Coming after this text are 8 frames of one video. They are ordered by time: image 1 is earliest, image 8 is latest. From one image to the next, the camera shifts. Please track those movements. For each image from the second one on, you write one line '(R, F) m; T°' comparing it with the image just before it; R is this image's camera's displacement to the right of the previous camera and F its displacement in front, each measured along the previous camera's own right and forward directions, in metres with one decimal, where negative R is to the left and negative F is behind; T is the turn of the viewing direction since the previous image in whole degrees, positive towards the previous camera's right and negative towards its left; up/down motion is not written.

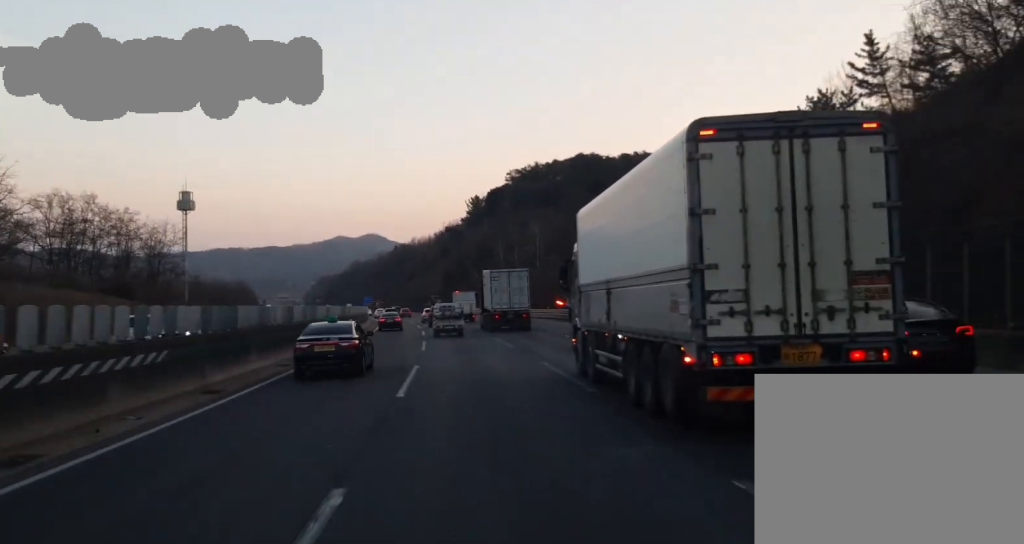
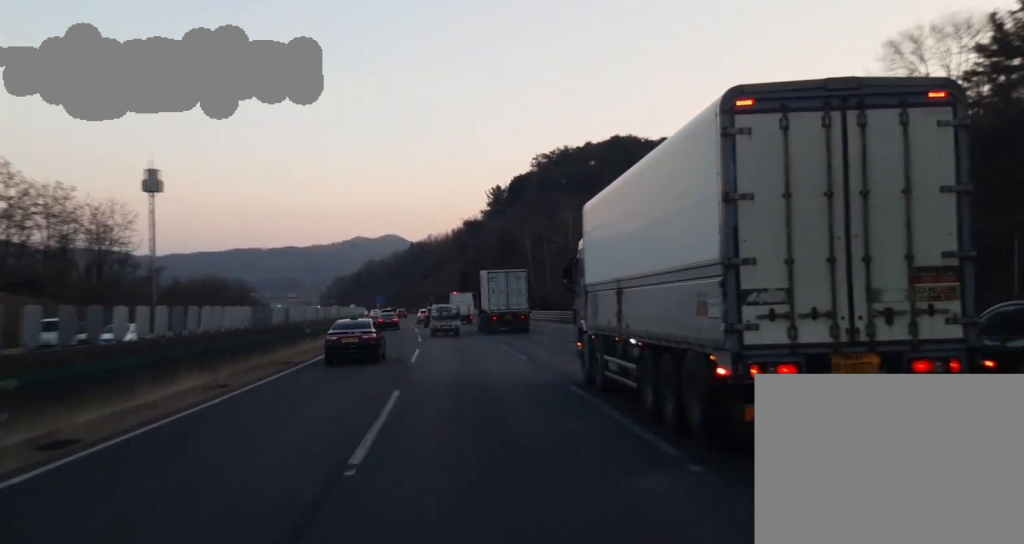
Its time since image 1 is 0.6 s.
(-0.4, +28.8) m; -2°
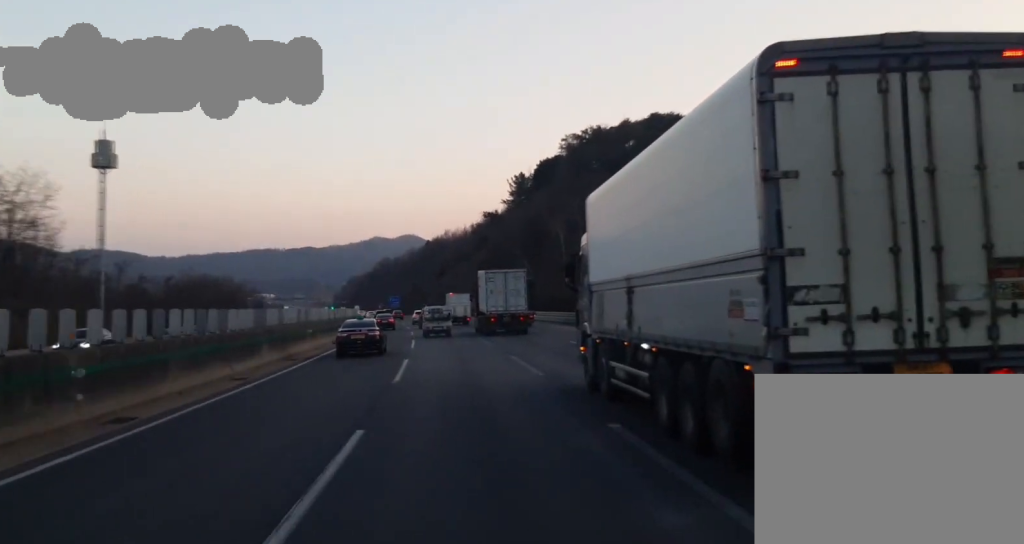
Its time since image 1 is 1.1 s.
(-0.3, +27.0) m; -1°
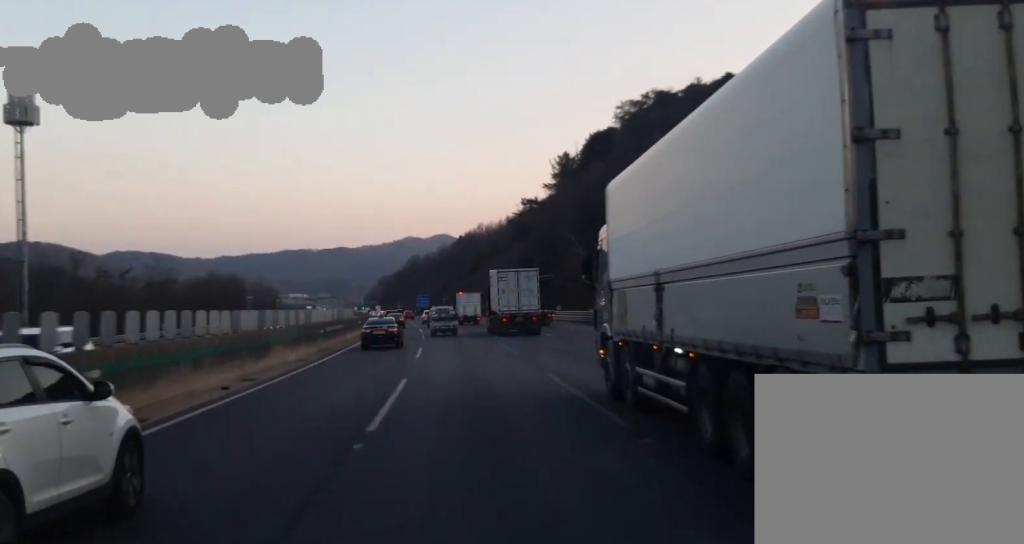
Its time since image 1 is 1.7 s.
(-0.8, +30.3) m; -1°
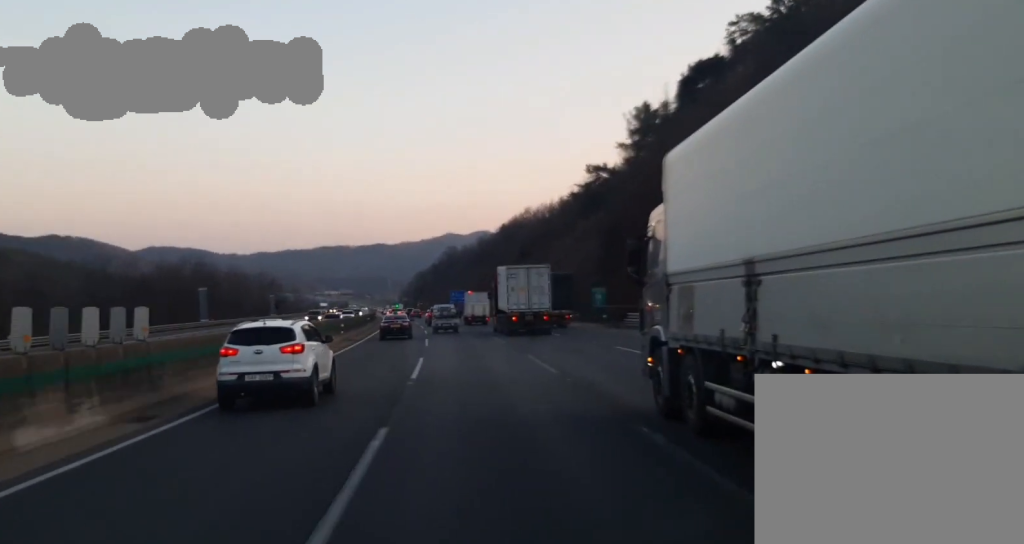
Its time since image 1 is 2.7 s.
(-0.3, +50.4) m; -1°
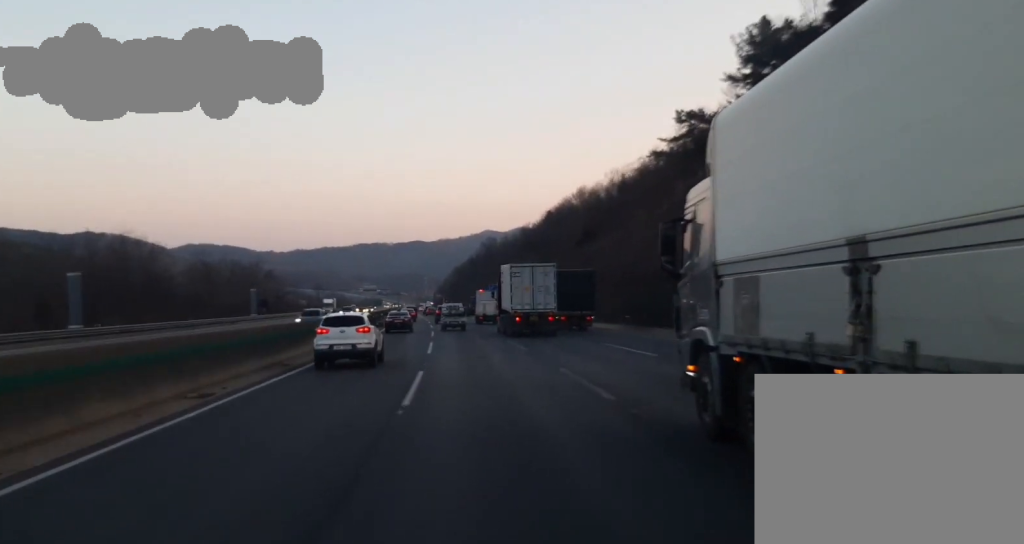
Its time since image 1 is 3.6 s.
(-0.8, +46.8) m; -2°
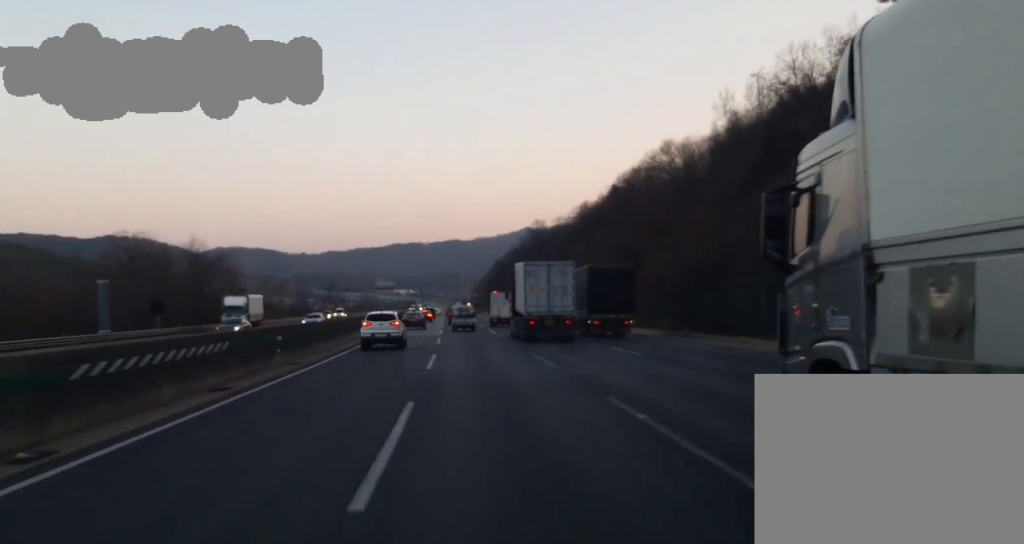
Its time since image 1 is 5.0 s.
(-2.2, +68.4) m; -4°
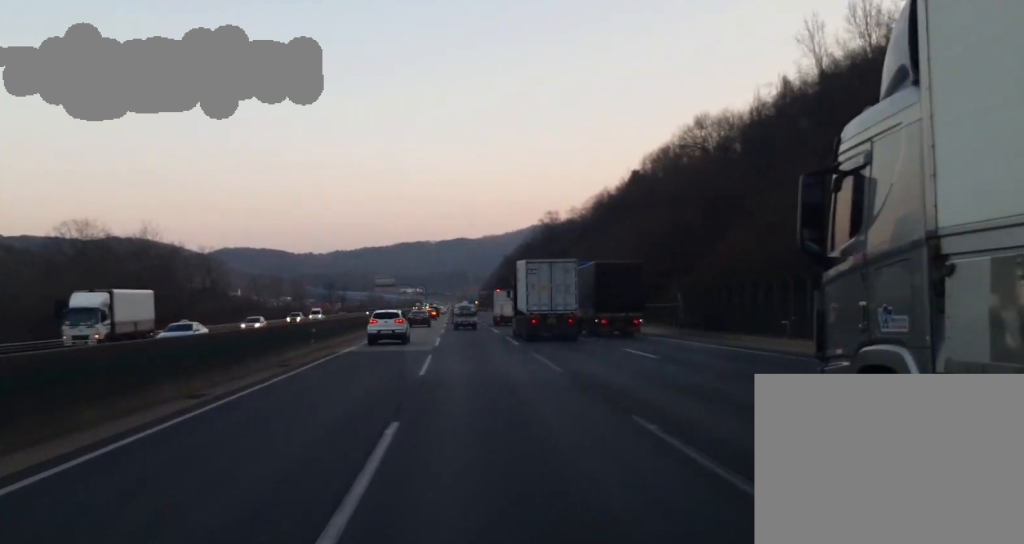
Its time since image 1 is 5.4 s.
(-0.7, +21.7) m; -1°
